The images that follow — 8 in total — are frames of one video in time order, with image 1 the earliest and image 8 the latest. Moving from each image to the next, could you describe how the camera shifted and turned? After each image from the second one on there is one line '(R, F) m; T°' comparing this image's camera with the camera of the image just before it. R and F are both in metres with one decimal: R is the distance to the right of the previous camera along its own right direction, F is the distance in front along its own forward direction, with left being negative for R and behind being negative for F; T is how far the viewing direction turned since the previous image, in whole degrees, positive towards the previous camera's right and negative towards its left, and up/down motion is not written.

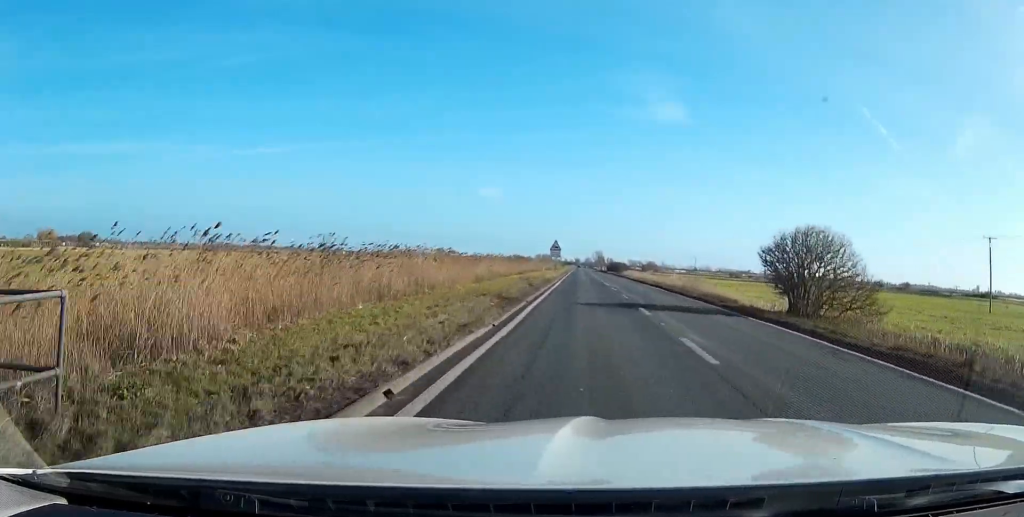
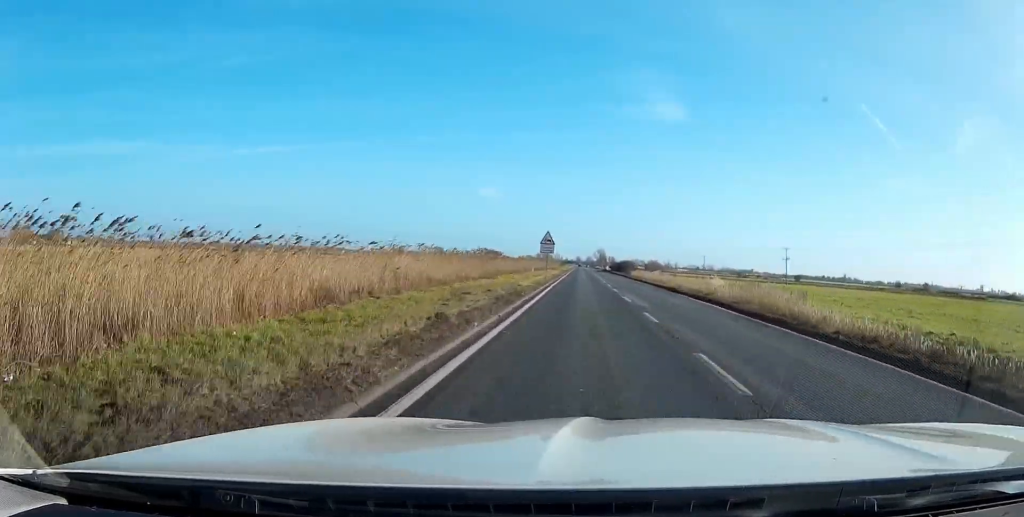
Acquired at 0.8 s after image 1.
(0.0, +20.9) m; 0°
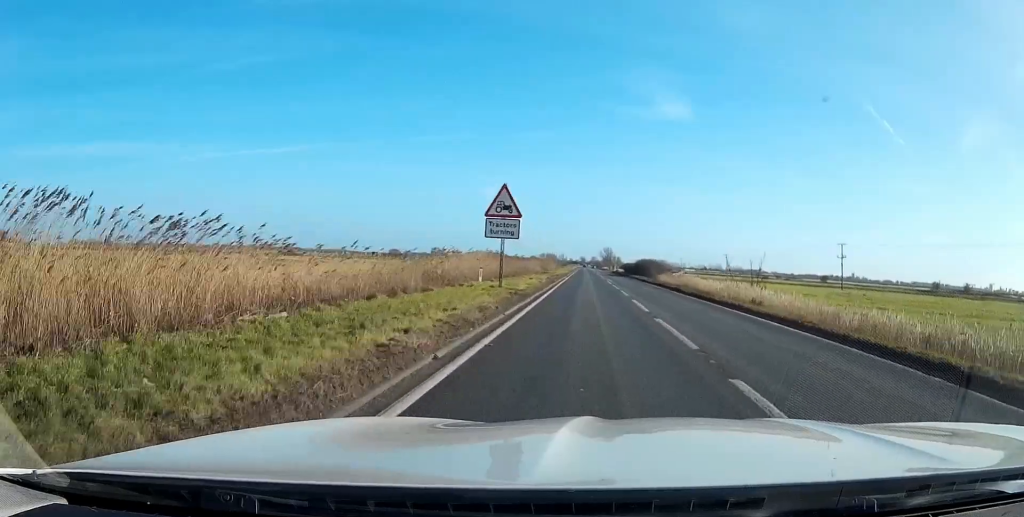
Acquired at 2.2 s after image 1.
(-0.2, +37.5) m; 0°
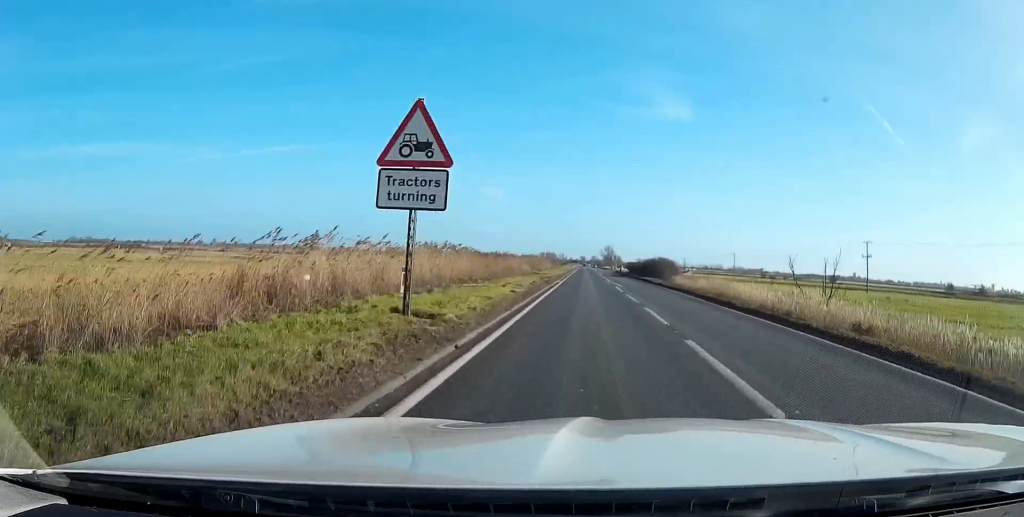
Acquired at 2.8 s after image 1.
(0.0, +13.9) m; 0°
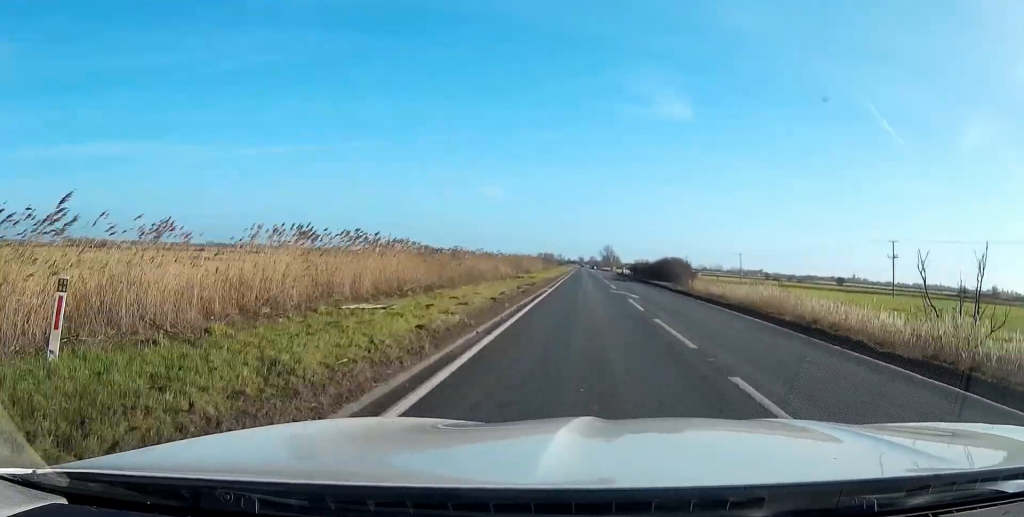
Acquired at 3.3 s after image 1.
(-0.1, +13.9) m; 0°
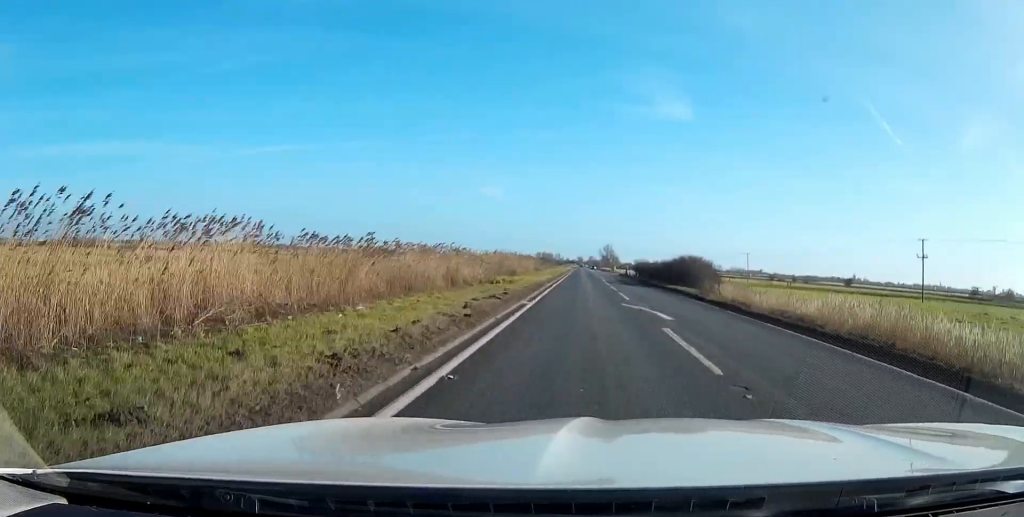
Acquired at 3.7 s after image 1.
(0.0, +11.3) m; 0°
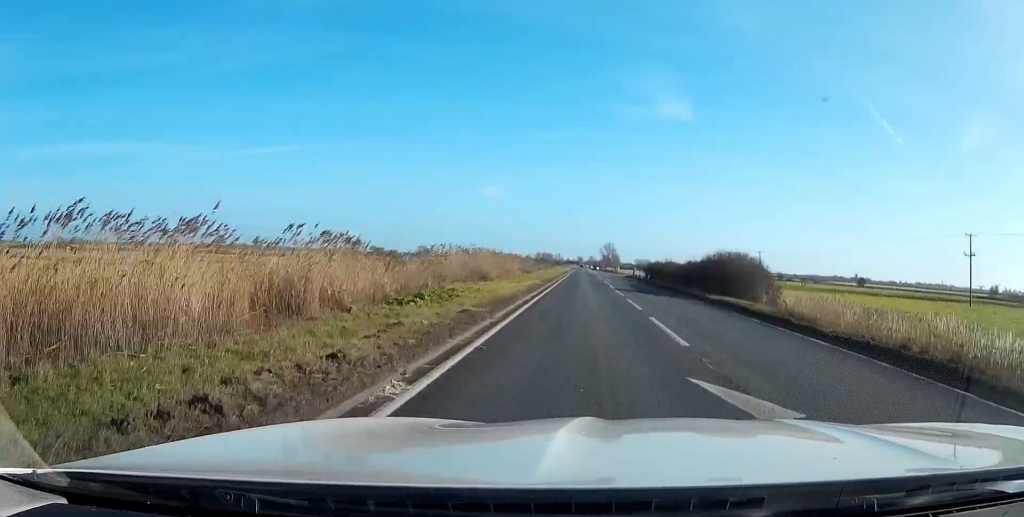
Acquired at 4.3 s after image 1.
(+0.1, +15.6) m; 0°
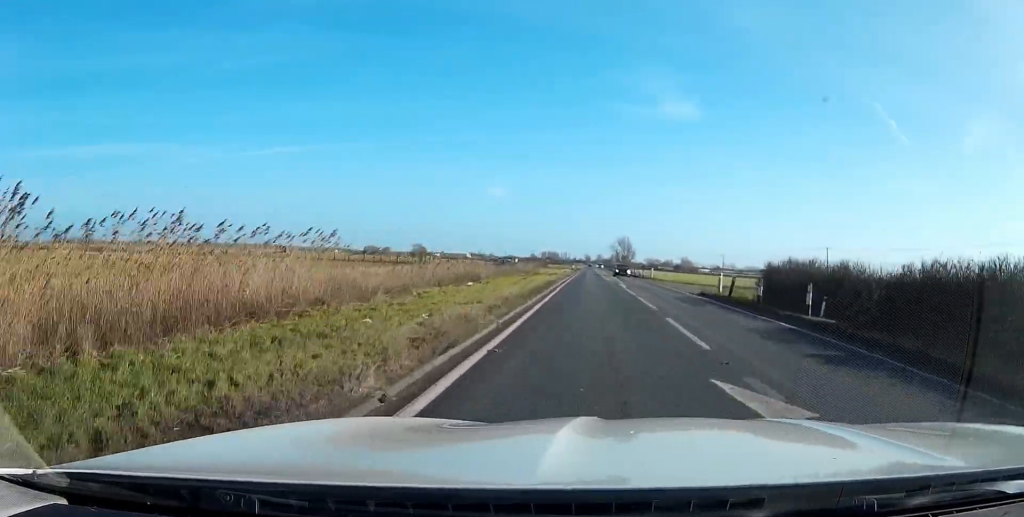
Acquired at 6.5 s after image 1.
(-0.3, +56.0) m; 0°
